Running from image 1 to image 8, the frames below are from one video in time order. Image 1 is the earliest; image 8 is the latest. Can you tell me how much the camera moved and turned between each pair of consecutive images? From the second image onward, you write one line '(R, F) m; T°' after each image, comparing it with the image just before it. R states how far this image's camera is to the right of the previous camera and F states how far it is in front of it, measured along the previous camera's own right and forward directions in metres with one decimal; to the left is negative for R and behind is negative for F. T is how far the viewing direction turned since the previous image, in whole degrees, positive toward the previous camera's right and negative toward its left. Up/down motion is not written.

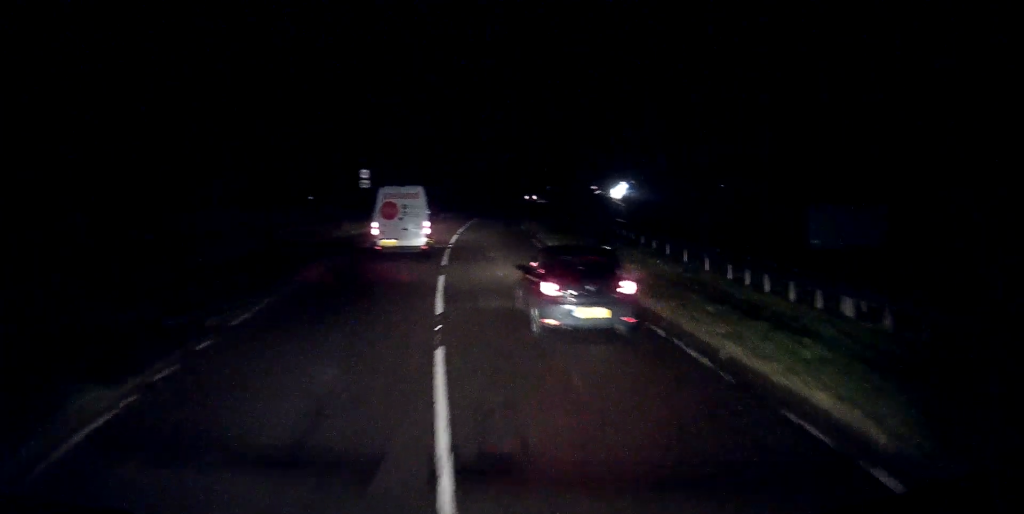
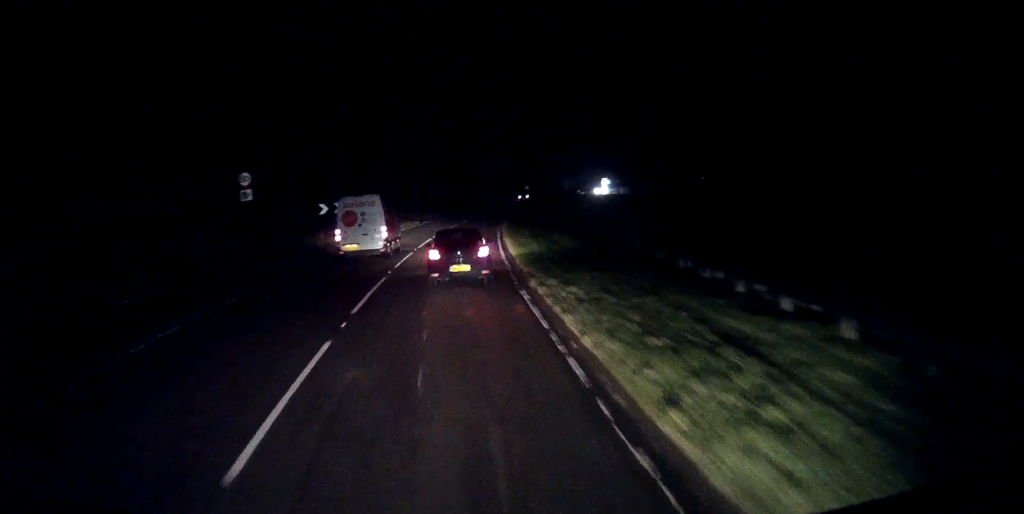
(+0.9, +17.5) m; +3°
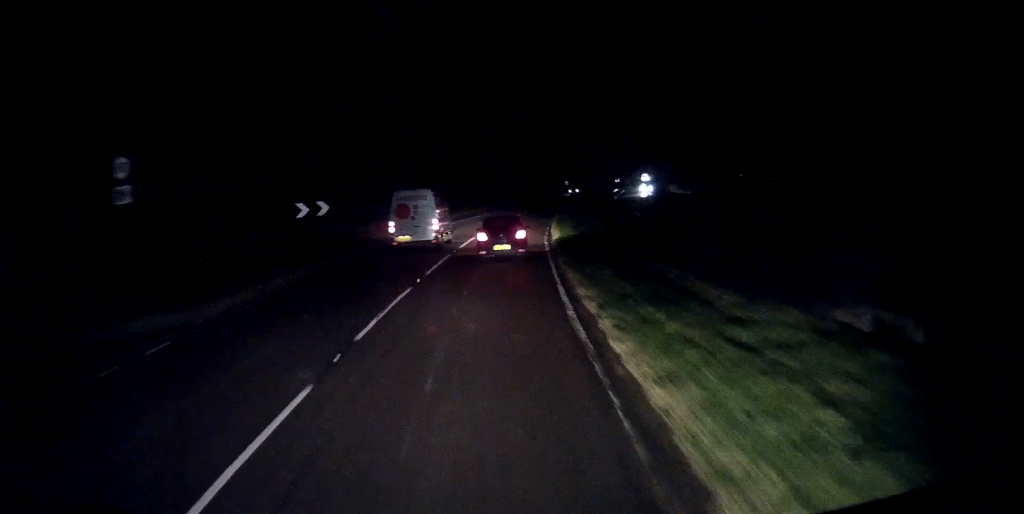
(+0.1, +12.7) m; 0°
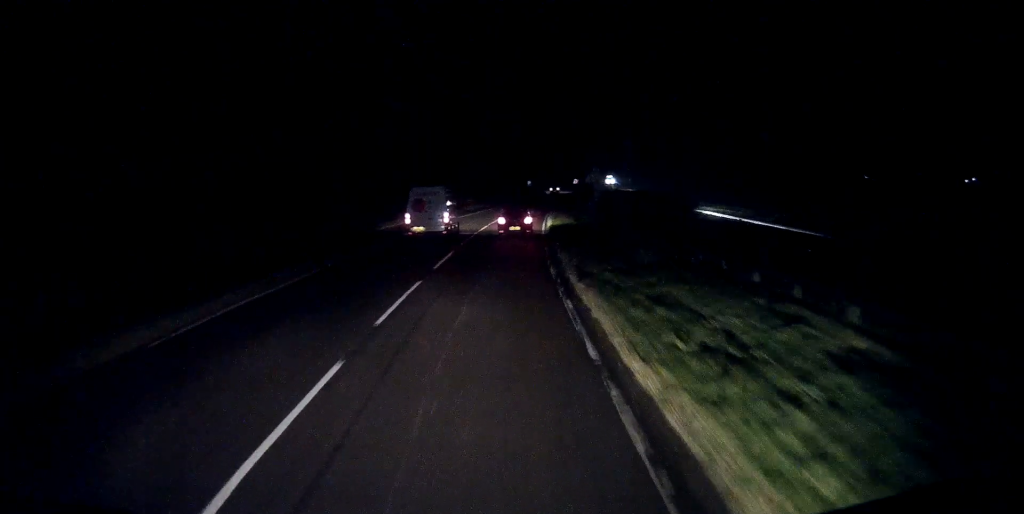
(+0.4, +26.8) m; +2°
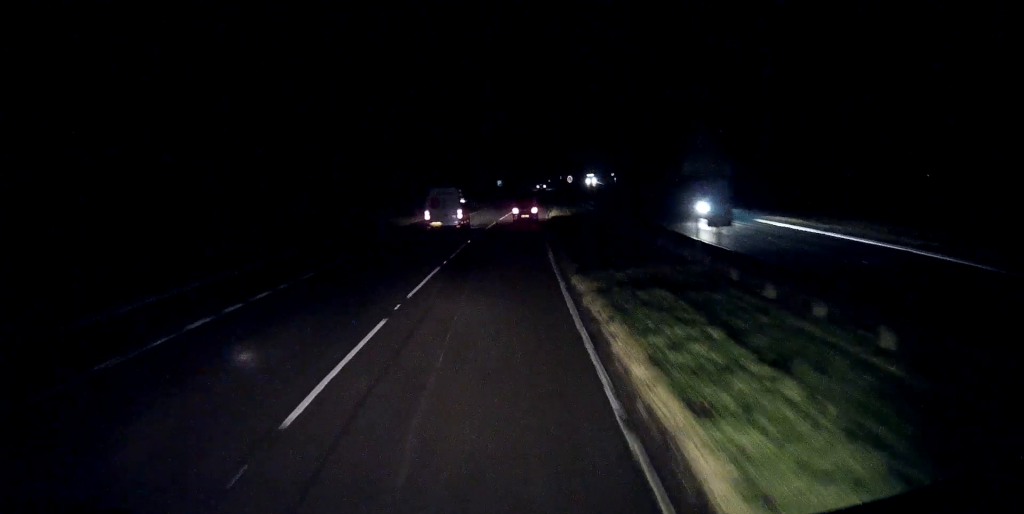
(+0.8, +33.0) m; +2°
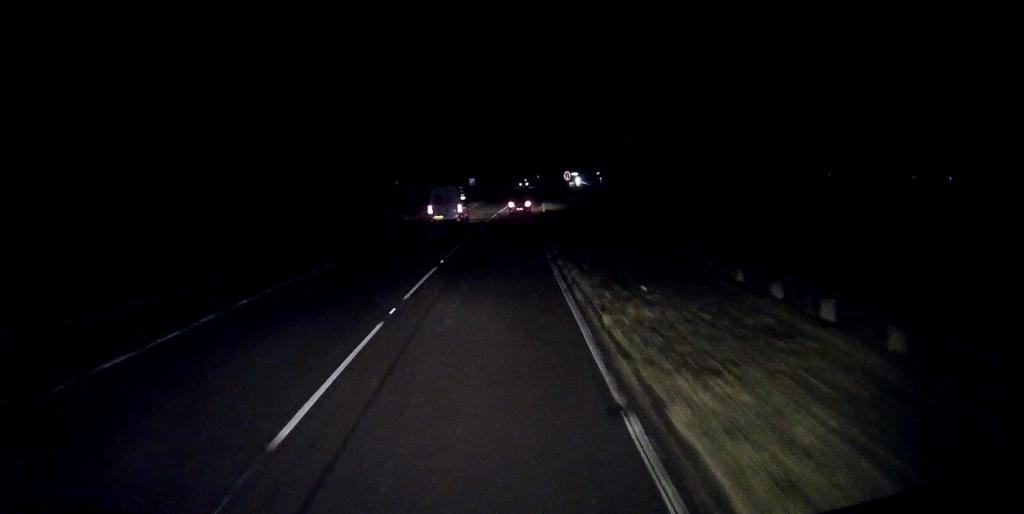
(+0.1, +19.2) m; 0°
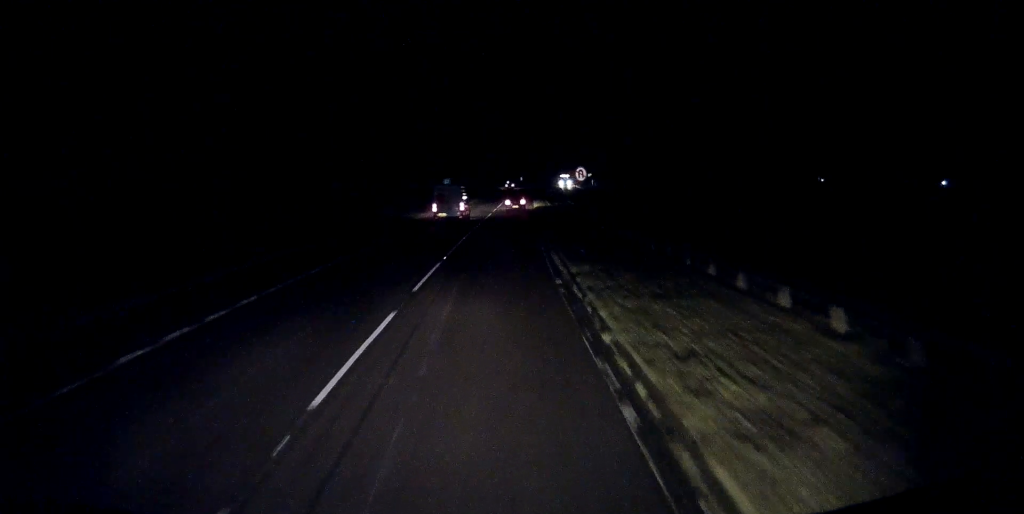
(+0.1, +17.1) m; 0°
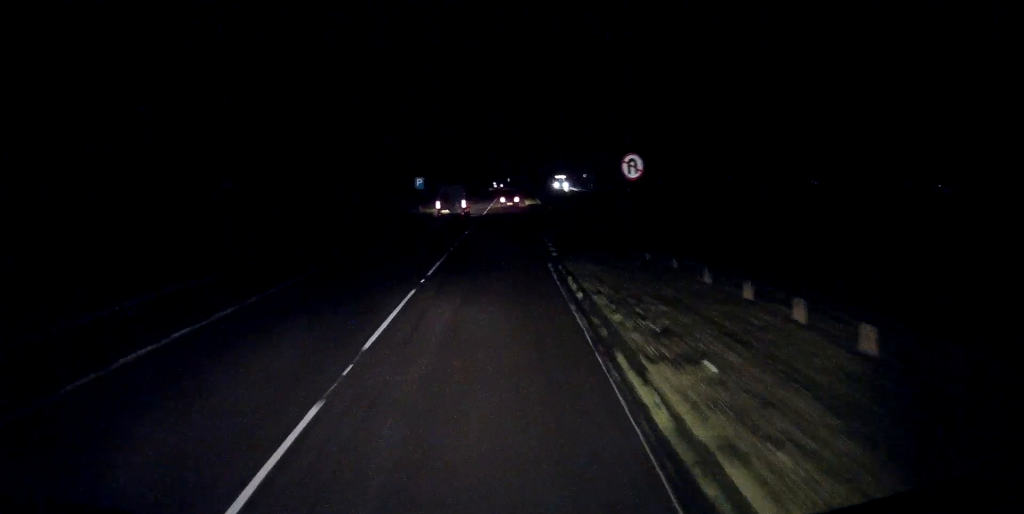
(0.0, +15.6) m; +1°
